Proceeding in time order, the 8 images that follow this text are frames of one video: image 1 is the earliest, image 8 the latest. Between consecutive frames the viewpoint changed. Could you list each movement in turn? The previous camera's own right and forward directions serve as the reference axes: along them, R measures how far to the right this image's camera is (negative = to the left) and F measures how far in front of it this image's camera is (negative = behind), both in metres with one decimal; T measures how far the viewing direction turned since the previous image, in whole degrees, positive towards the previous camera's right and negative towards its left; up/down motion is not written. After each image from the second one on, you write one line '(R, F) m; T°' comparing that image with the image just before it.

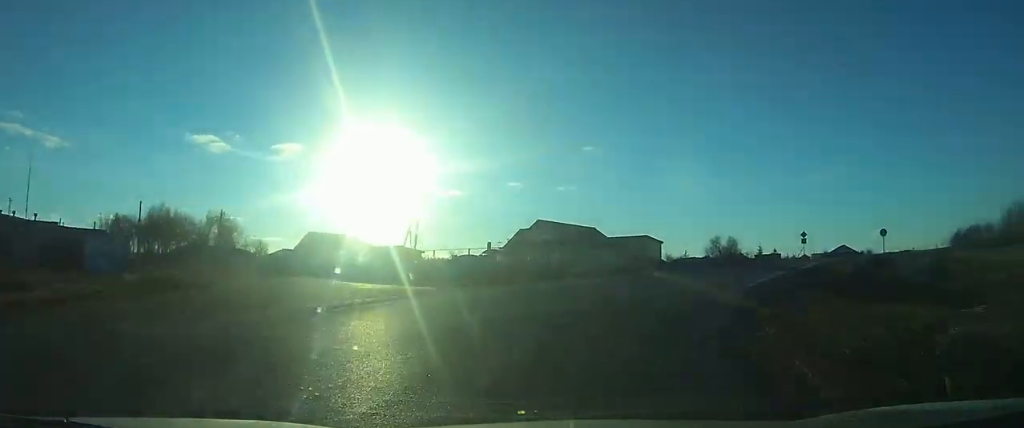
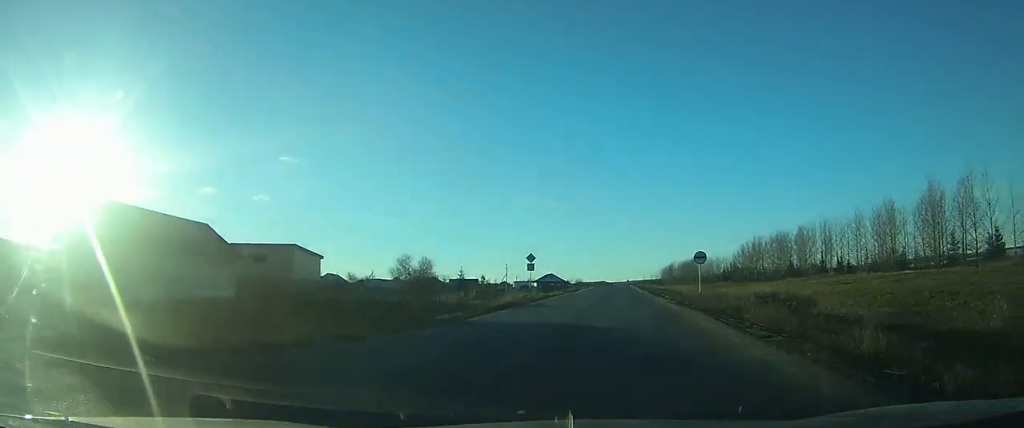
(+4.4, +28.3) m; +19°
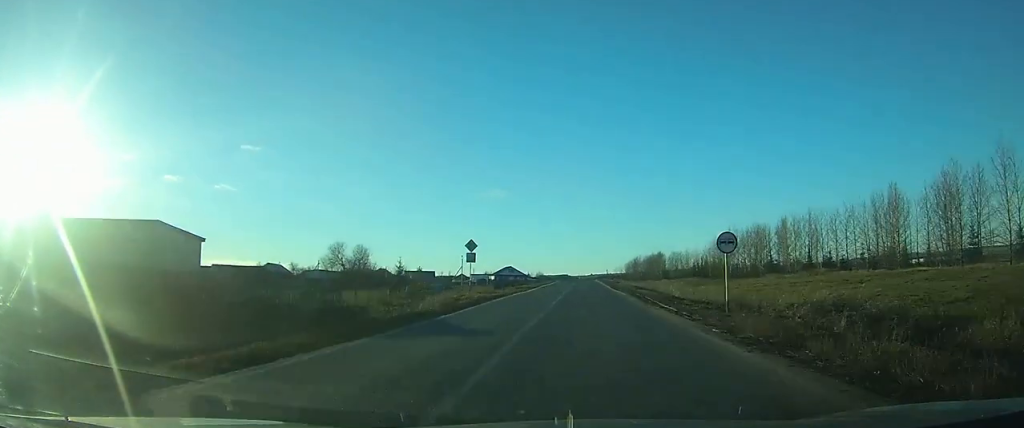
(+0.9, +13.2) m; +9°
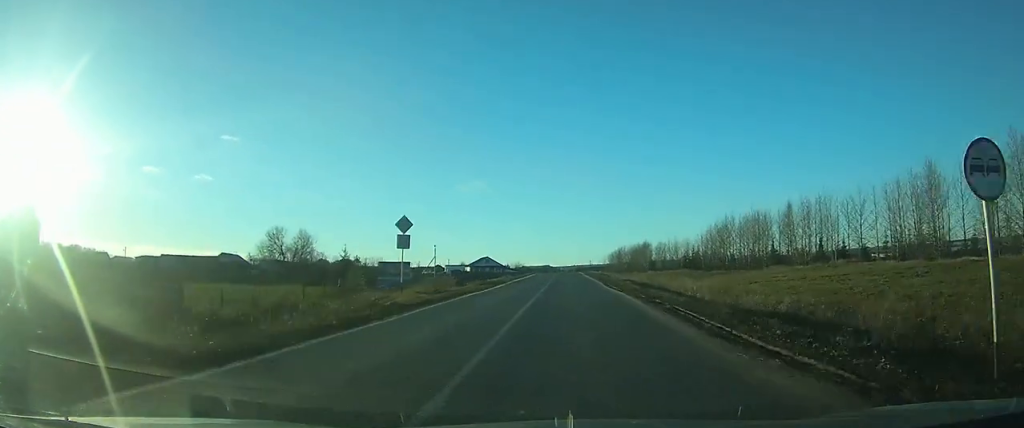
(+1.1, +13.1) m; +2°
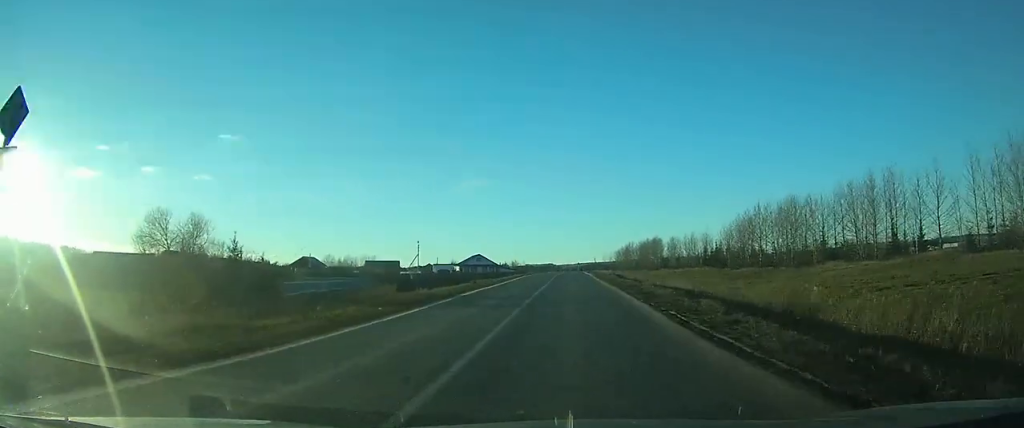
(+0.8, +21.5) m; +2°
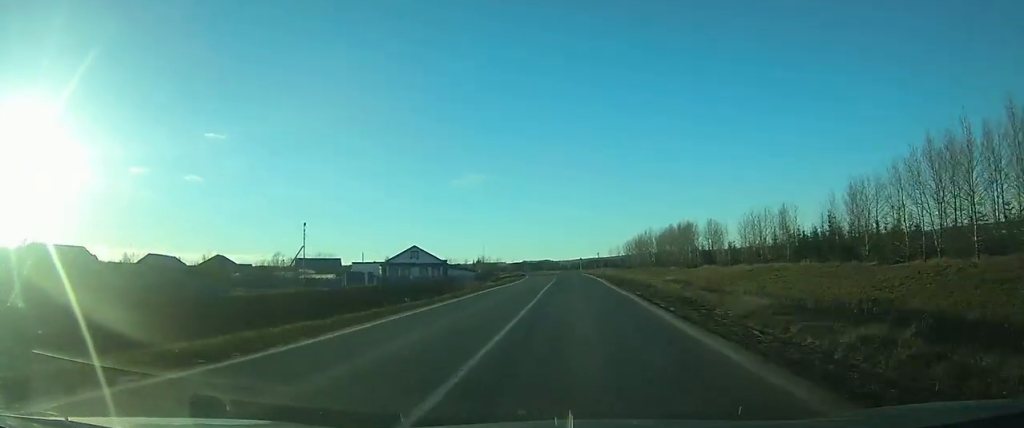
(-0.1, +61.3) m; 0°
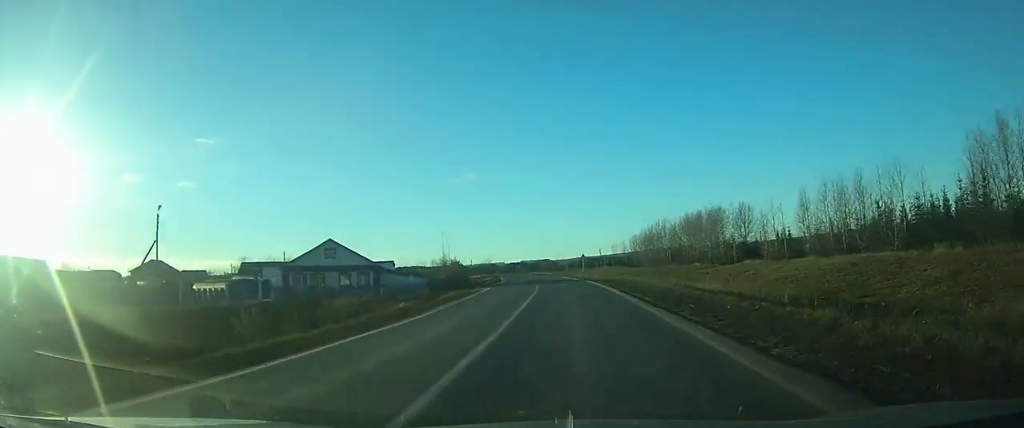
(0.0, +29.3) m; 0°
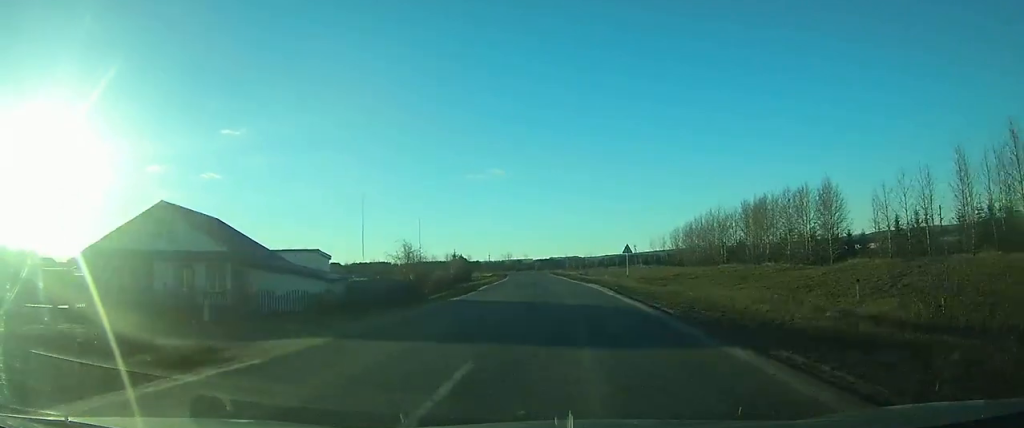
(-0.1, +27.7) m; -2°
